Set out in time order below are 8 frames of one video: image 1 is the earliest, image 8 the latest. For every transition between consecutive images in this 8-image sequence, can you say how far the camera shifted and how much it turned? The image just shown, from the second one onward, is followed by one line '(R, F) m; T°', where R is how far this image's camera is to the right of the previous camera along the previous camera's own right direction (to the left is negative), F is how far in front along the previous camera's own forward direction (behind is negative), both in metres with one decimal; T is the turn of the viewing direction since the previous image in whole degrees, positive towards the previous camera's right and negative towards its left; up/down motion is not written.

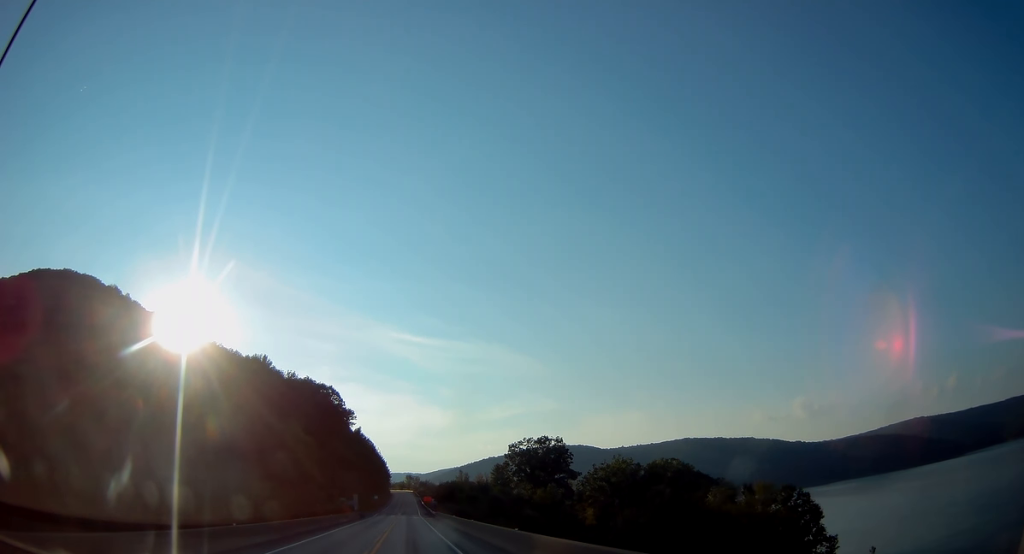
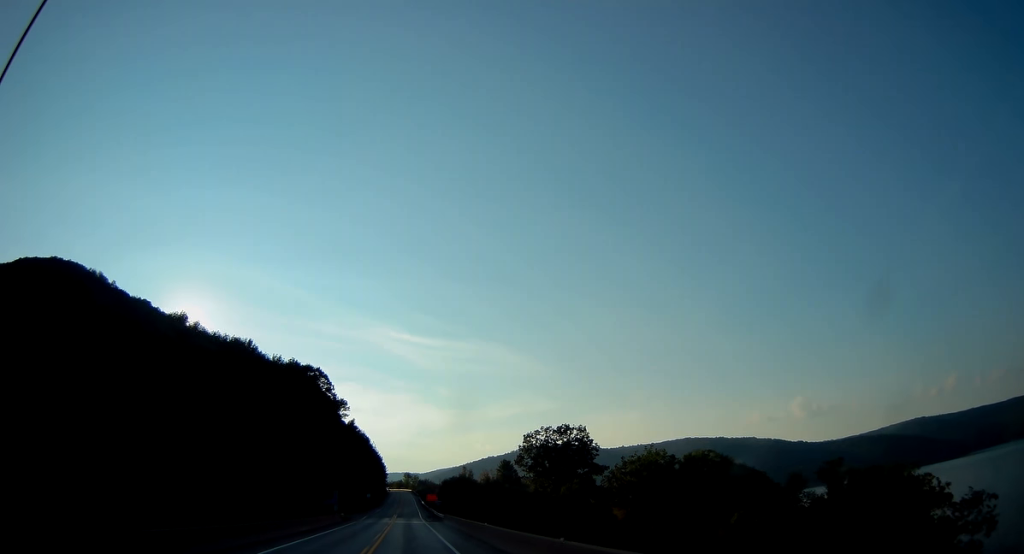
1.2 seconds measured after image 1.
(0.0, +22.2) m; -1°
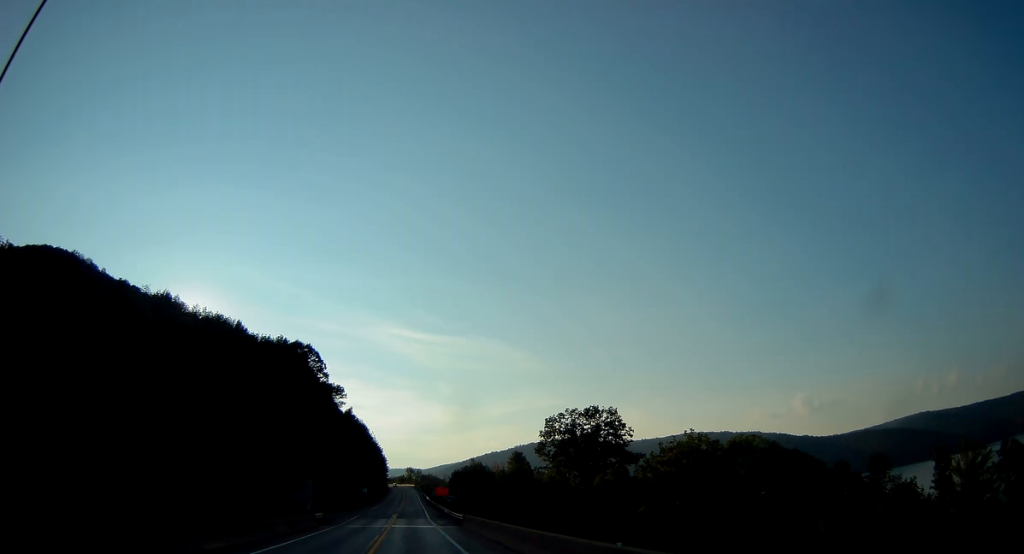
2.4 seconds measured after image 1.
(-0.2, +19.1) m; -1°
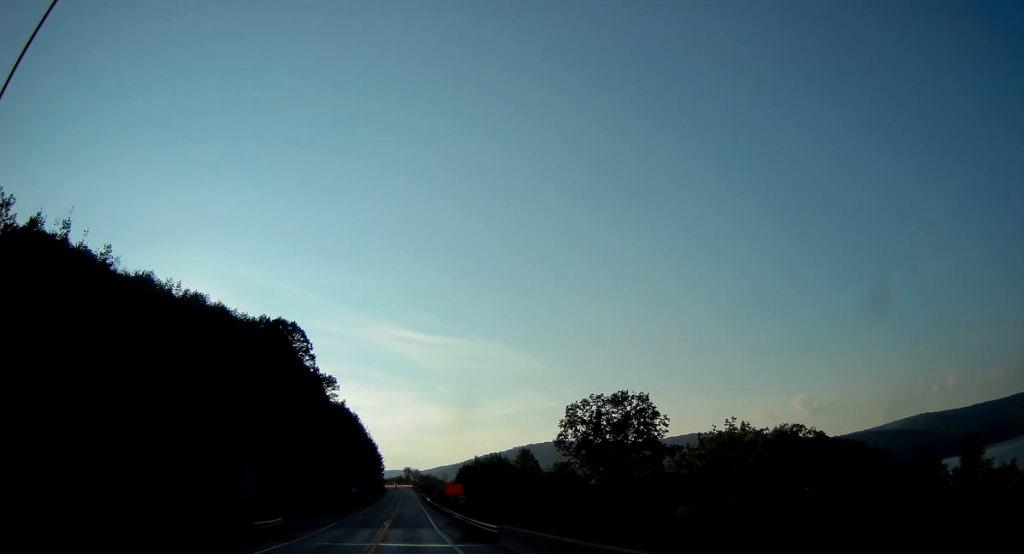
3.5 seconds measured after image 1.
(+0.1, +17.1) m; +1°
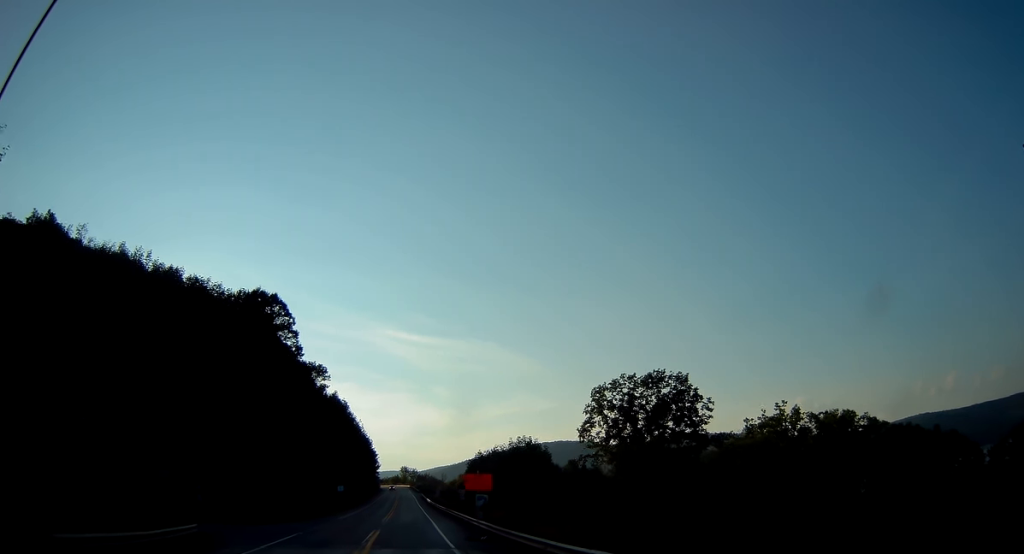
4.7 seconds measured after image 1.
(+0.1, +16.3) m; +1°
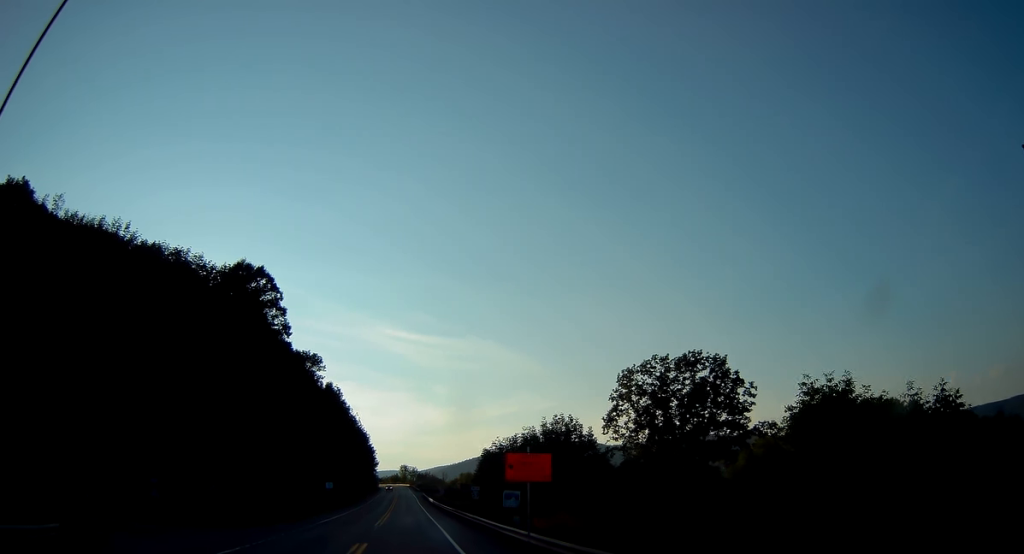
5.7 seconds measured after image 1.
(0.0, +11.0) m; 0°
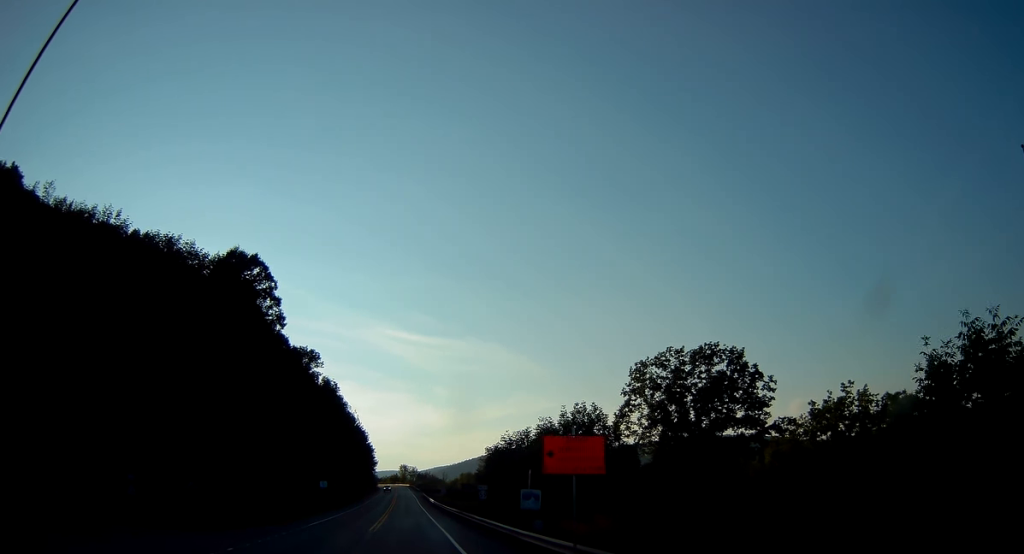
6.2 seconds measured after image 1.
(0.0, +4.1) m; +1°
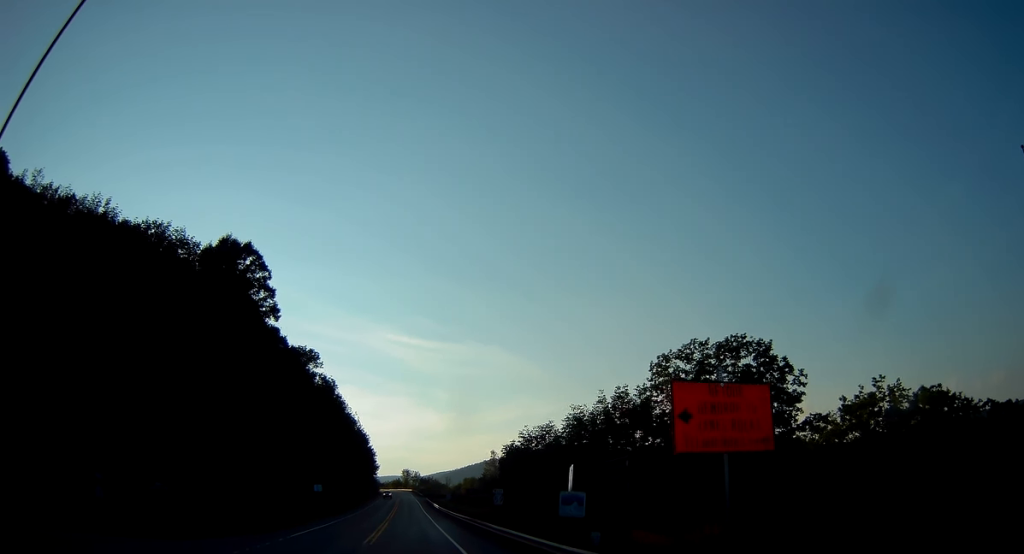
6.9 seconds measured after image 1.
(-0.1, +5.9) m; +1°
